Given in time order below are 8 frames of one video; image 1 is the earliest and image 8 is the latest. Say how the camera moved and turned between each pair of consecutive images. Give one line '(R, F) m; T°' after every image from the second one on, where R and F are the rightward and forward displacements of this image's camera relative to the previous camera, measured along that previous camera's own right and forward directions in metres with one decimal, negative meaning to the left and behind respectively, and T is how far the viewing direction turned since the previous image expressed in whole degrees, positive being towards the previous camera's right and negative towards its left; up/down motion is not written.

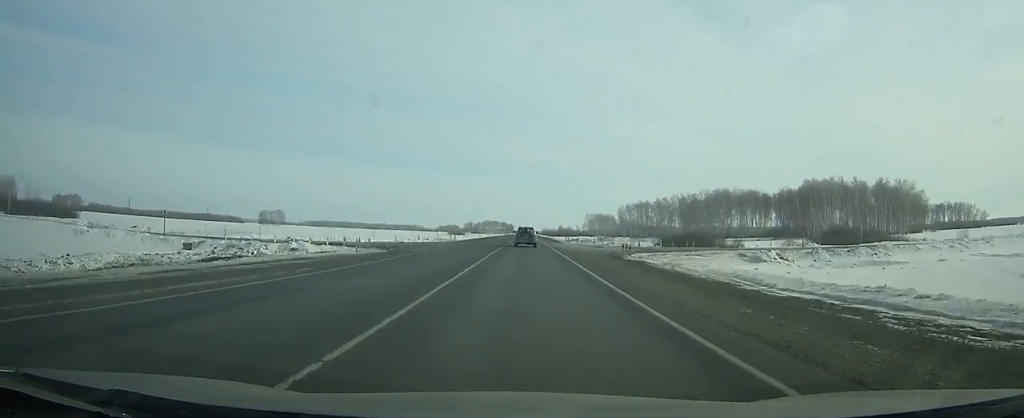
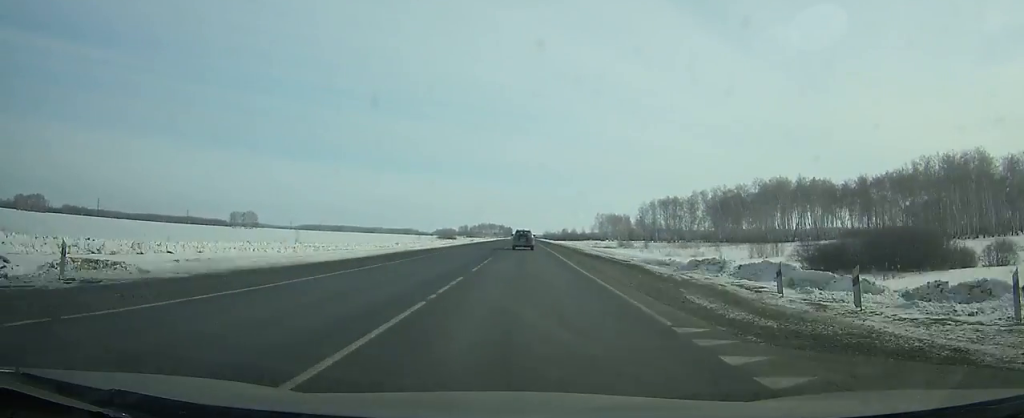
(0.0, +64.9) m; 0°
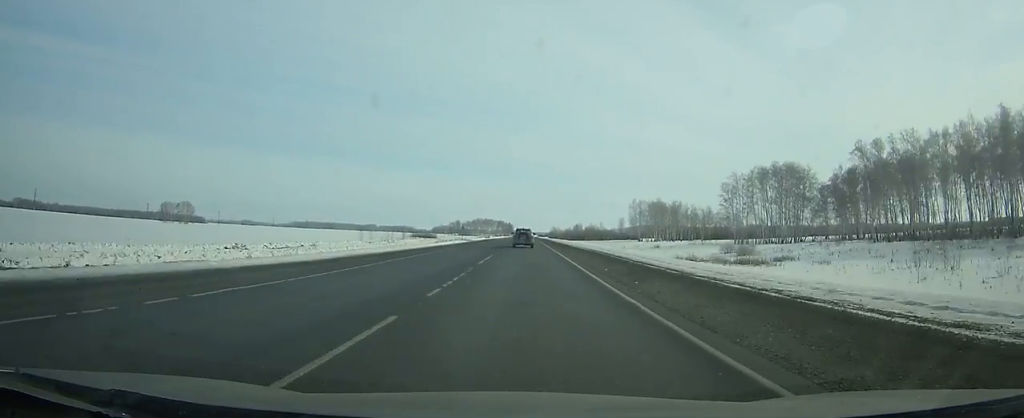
(-0.3, +117.9) m; 0°
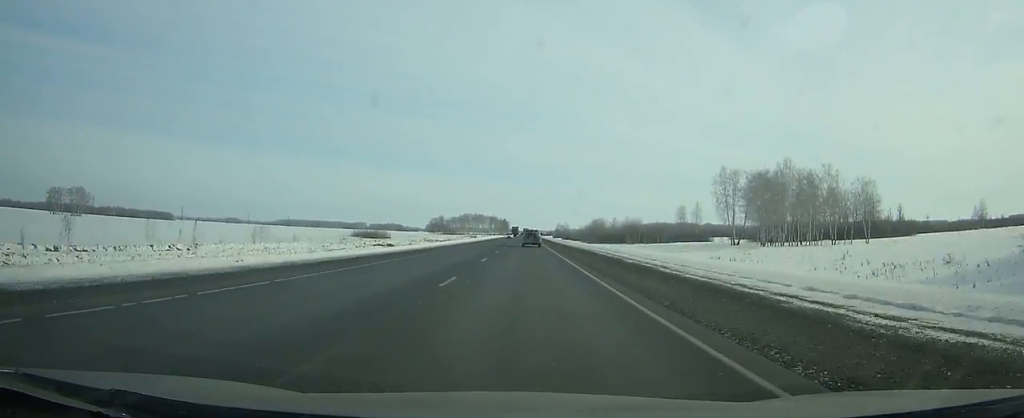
(0.0, +123.1) m; 0°
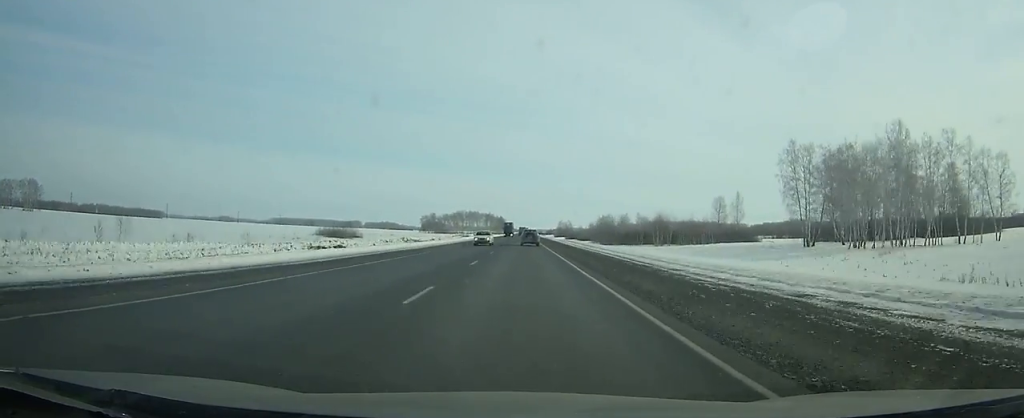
(+0.1, +39.7) m; 0°
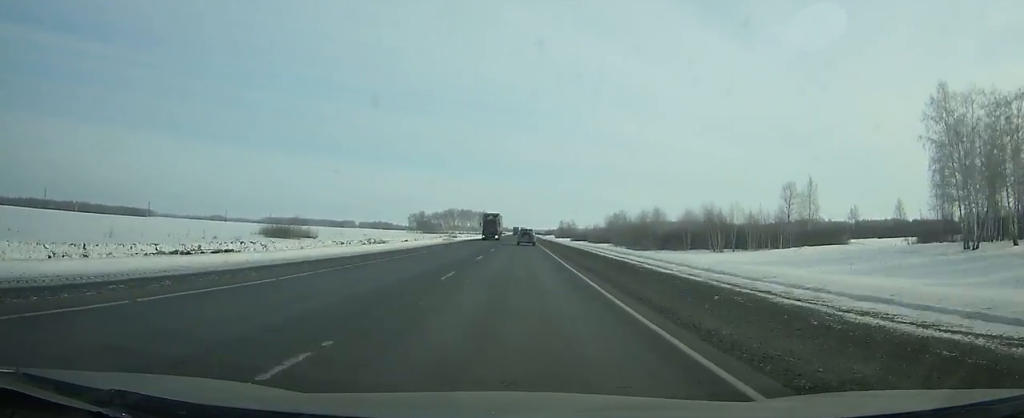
(0.0, +42.9) m; 0°
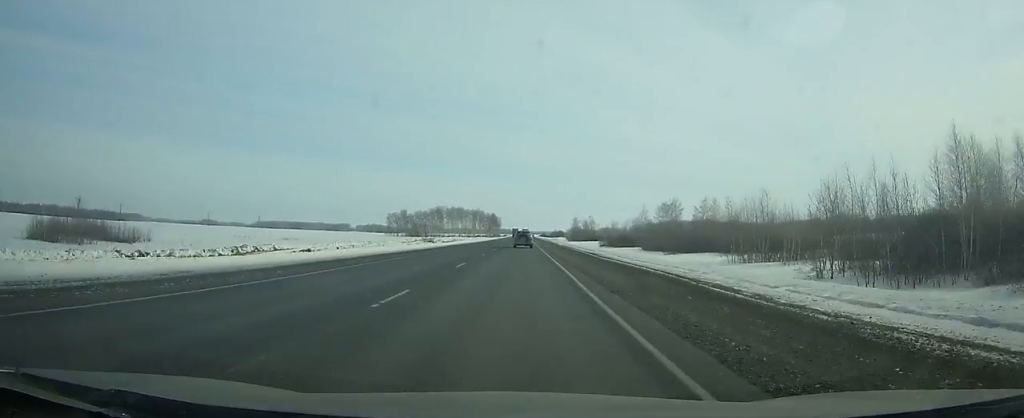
(0.0, +77.5) m; 0°
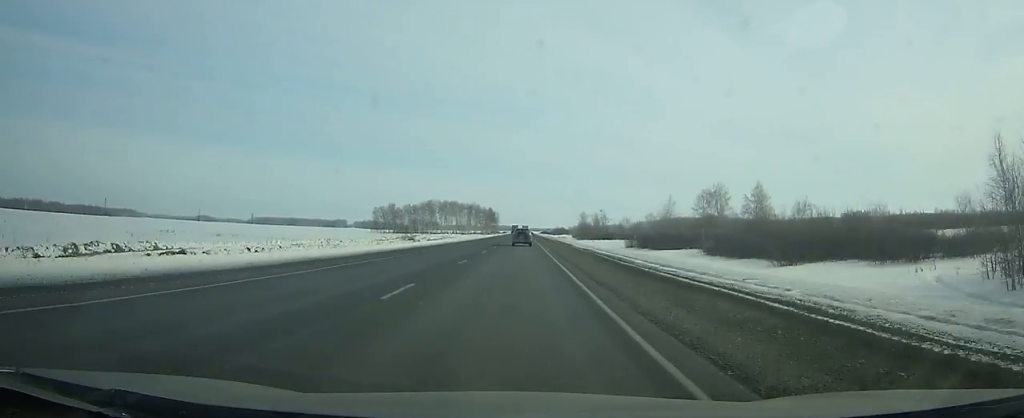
(0.0, +34.5) m; 0°
